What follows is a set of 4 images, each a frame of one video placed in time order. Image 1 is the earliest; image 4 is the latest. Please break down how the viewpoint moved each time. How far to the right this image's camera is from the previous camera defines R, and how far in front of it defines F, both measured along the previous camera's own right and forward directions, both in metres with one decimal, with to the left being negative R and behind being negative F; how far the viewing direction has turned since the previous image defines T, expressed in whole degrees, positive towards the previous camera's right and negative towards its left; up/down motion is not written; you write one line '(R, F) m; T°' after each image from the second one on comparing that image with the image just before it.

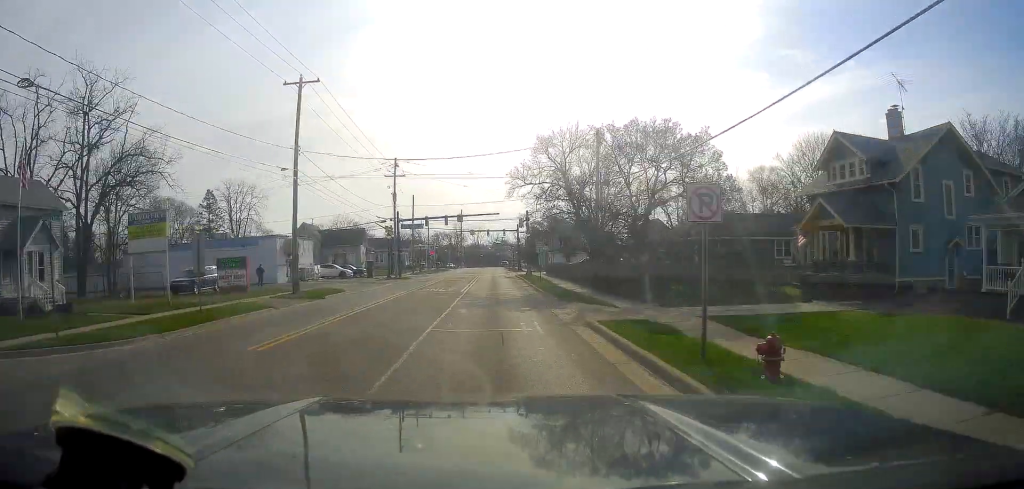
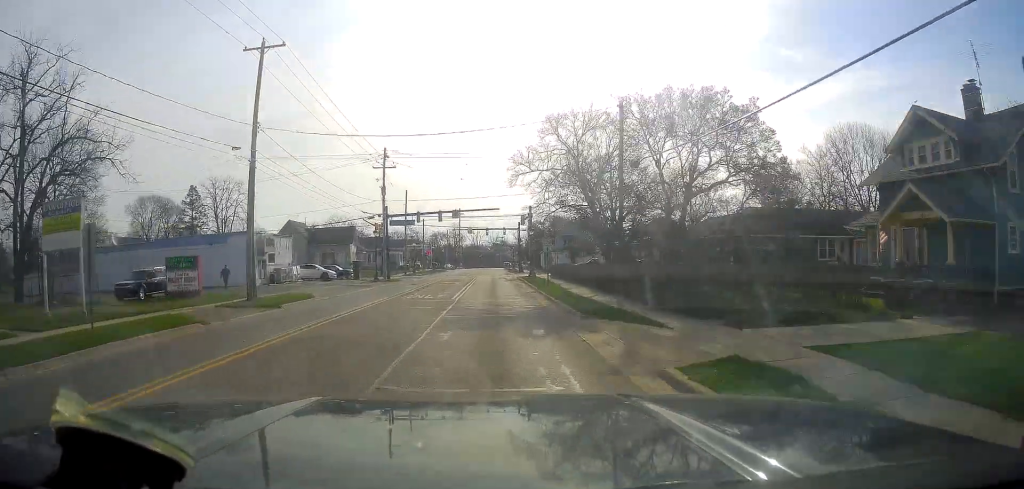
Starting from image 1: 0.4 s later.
(-0.1, +6.6) m; +1°
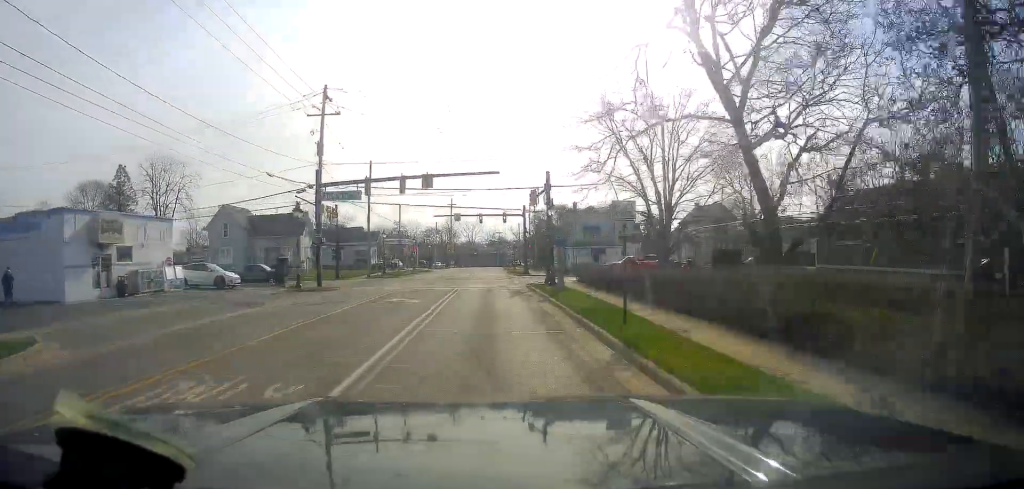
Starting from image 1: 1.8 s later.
(+0.4, +21.6) m; 0°
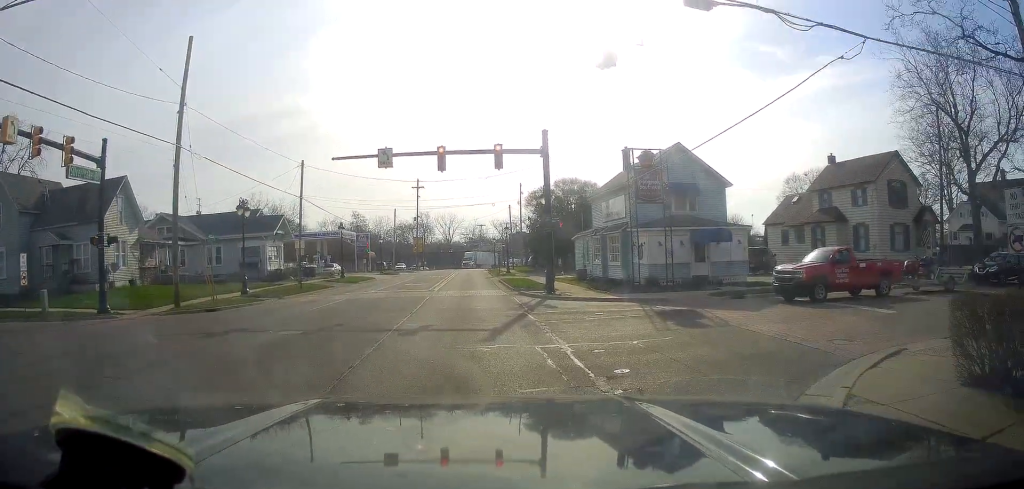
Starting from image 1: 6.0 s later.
(+0.5, +35.0) m; +8°
